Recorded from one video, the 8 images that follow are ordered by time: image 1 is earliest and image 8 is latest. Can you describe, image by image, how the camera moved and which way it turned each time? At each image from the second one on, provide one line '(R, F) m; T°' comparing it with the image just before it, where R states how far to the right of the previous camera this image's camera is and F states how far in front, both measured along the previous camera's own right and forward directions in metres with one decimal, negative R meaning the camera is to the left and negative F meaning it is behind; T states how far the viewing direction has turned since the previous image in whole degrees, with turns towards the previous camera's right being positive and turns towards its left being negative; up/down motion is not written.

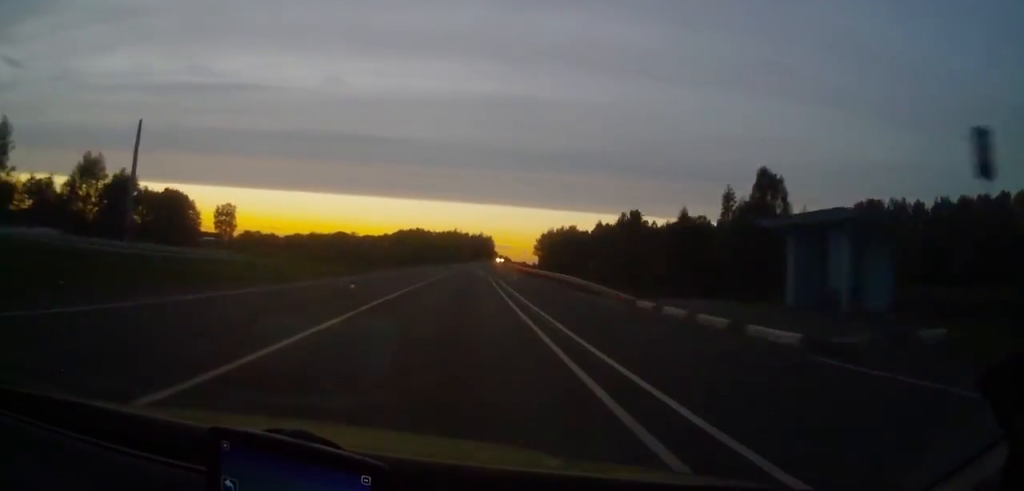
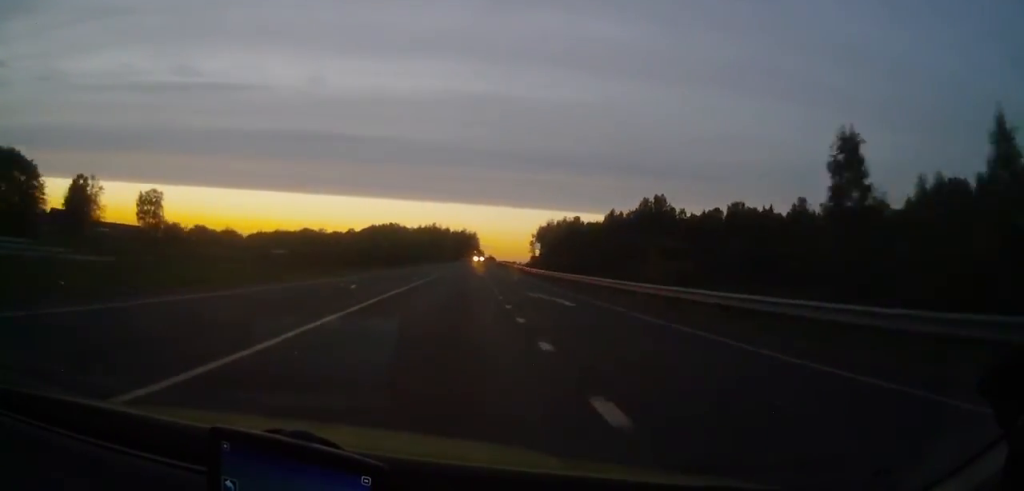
(+0.8, +52.7) m; +2°
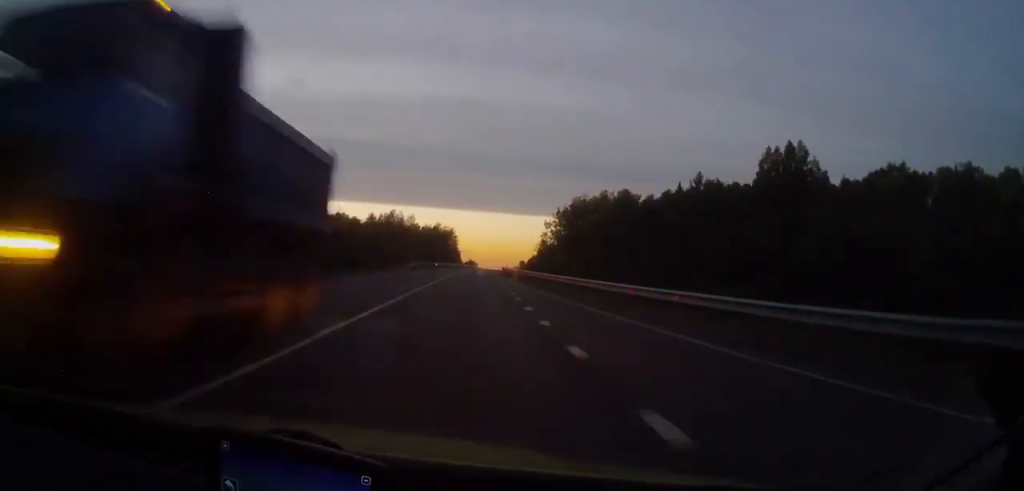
(+2.0, +93.4) m; +2°
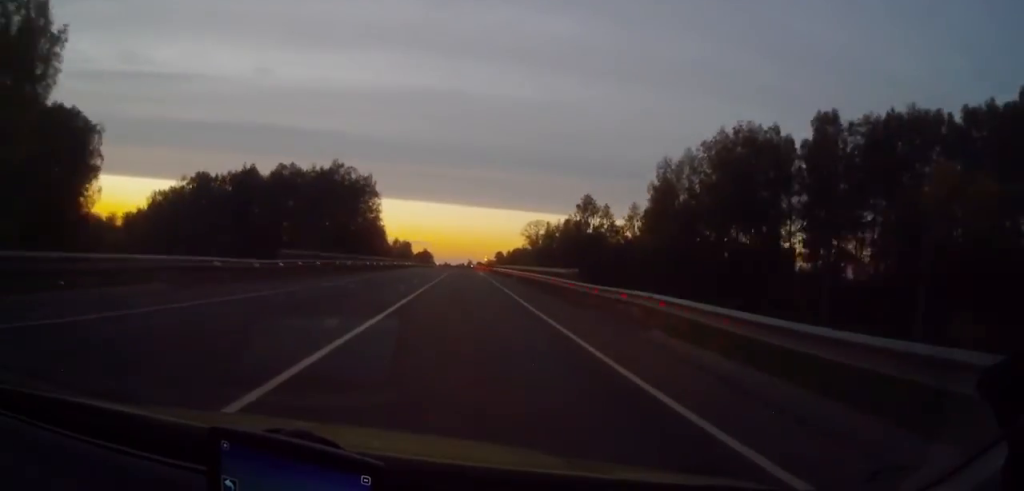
(+6.0, +174.4) m; +3°
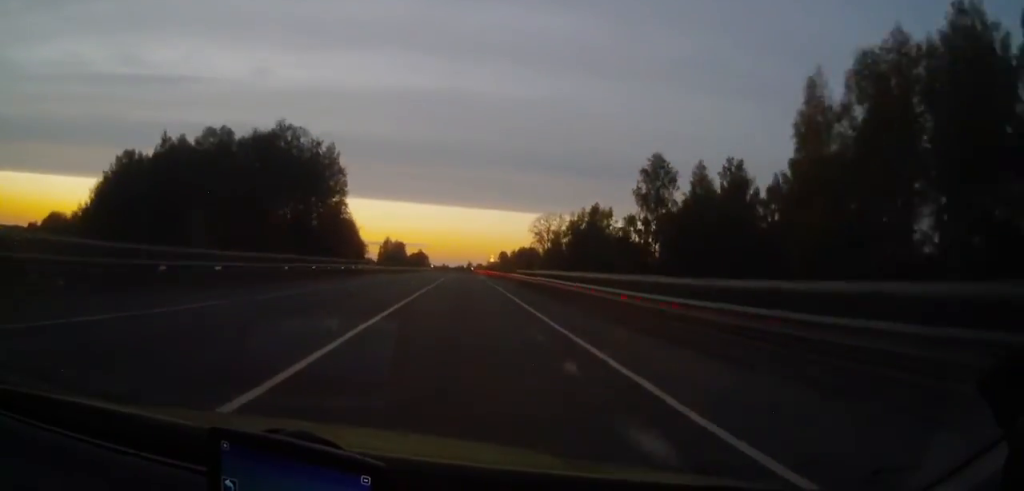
(+0.5, +43.9) m; 0°
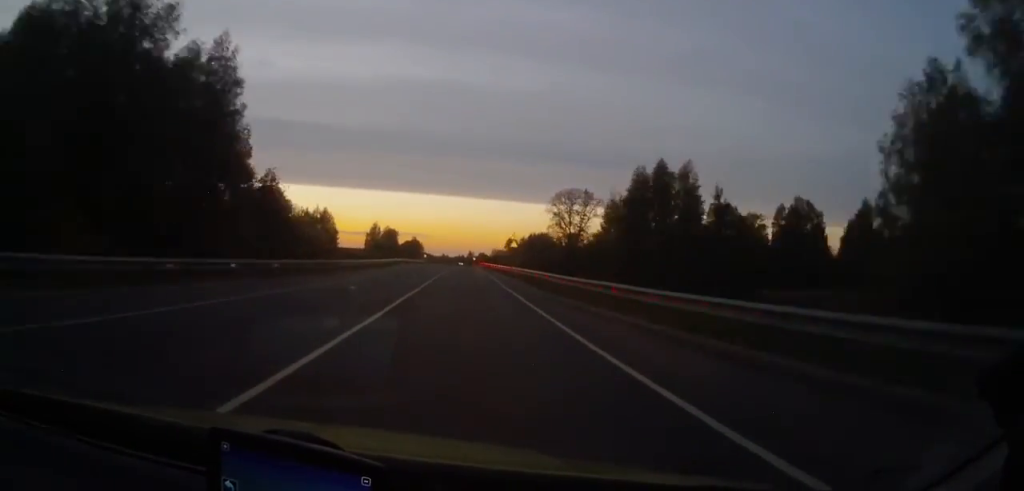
(-0.3, +54.9) m; 0°
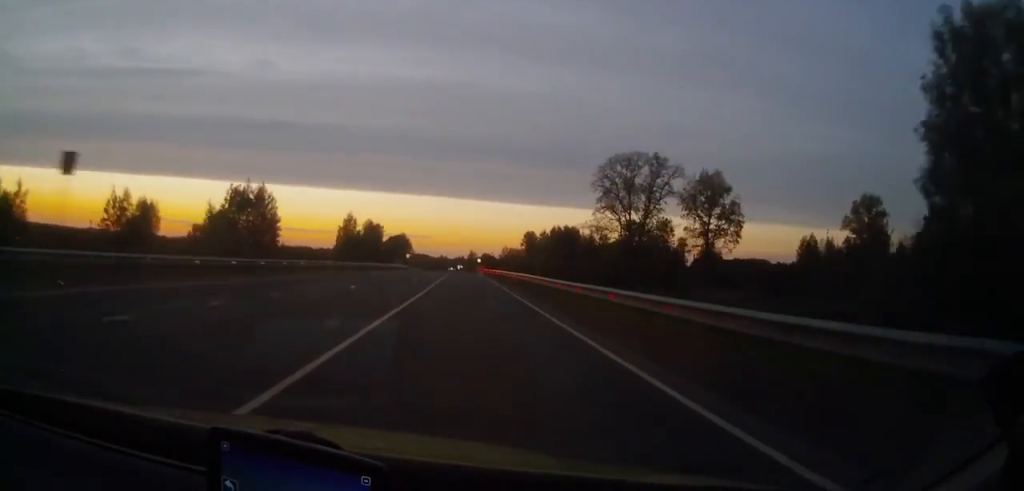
(-0.2, +75.5) m; 0°
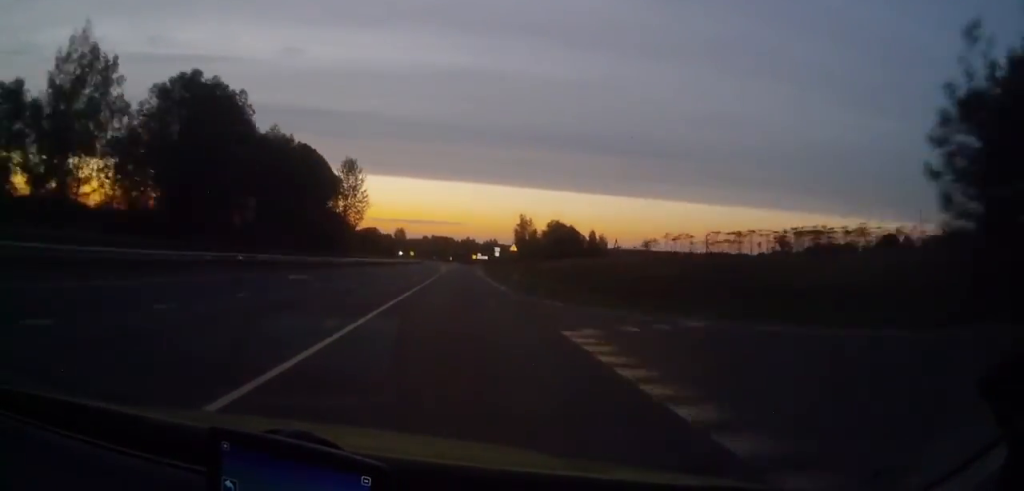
(-2.3, +195.6) m; -2°
